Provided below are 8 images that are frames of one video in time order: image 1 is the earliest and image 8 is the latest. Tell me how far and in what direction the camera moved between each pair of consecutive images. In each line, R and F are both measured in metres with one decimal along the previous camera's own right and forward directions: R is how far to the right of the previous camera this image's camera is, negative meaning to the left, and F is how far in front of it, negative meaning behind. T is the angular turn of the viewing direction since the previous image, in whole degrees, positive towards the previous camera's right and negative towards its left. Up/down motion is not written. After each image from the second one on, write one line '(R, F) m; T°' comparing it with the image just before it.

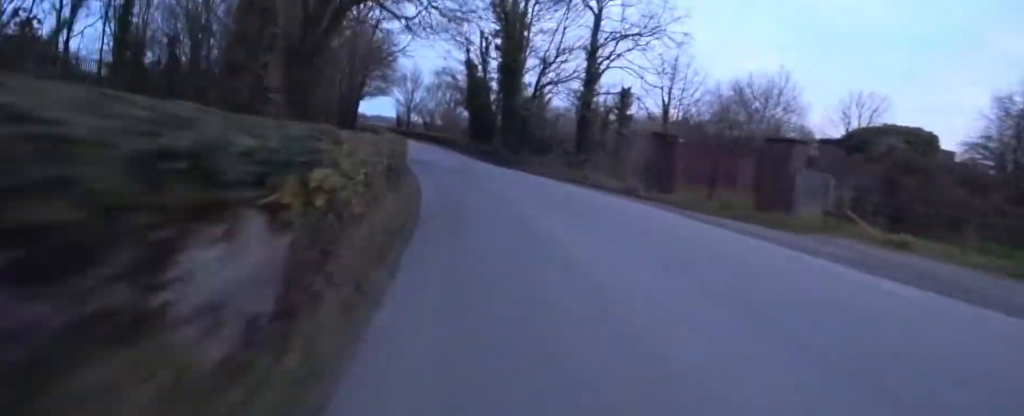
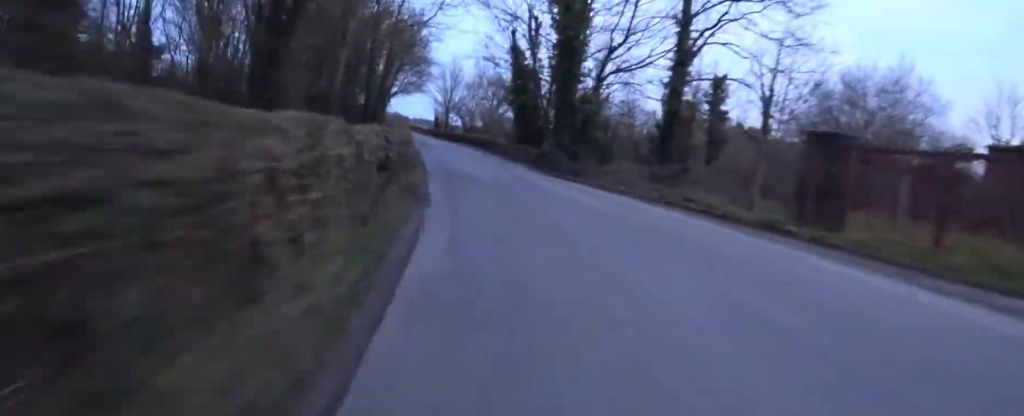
(-0.3, +5.6) m; -3°
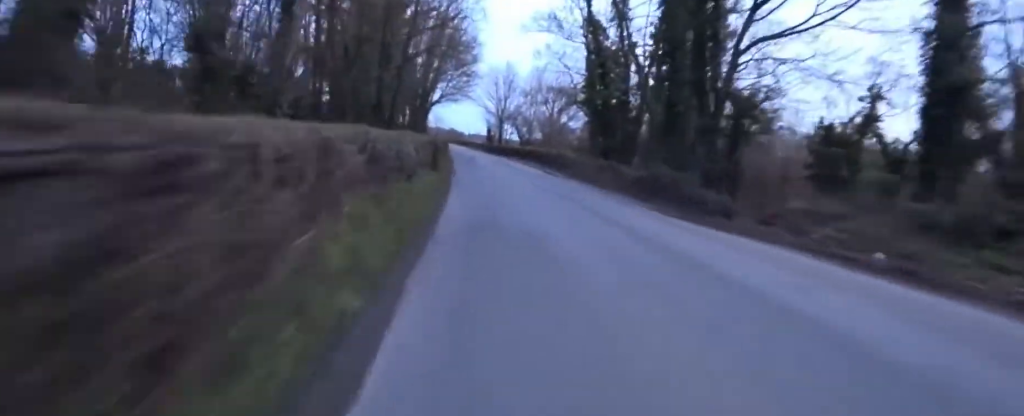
(0.0, +7.8) m; 0°
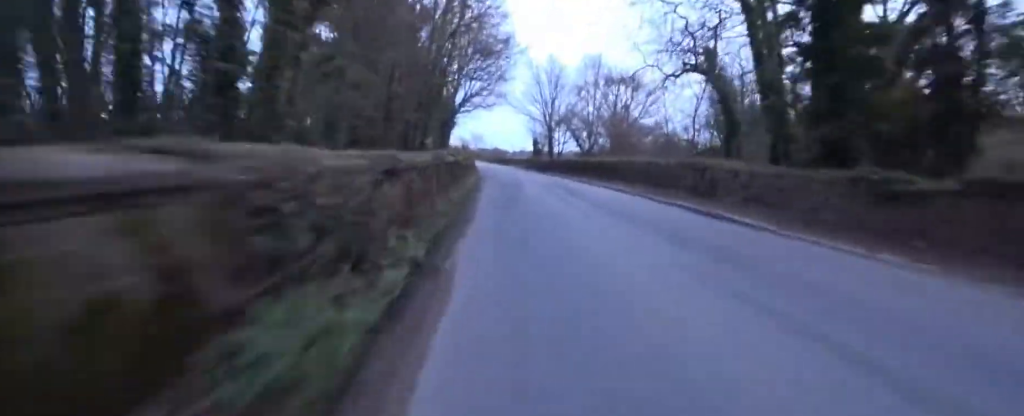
(-0.2, +11.3) m; -4°
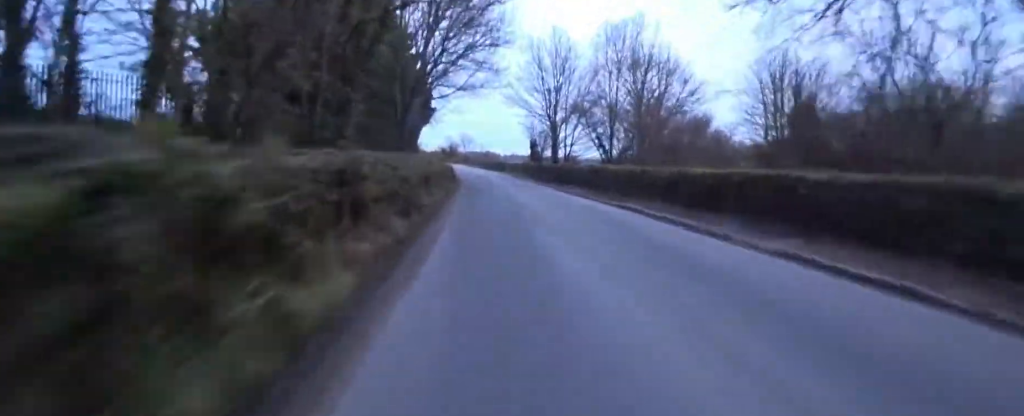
(-0.4, +9.6) m; -2°
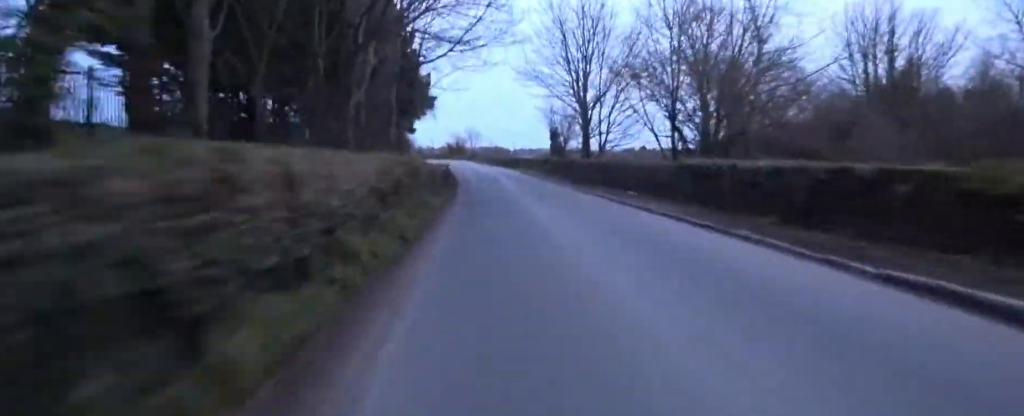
(0.0, +8.1) m; 0°
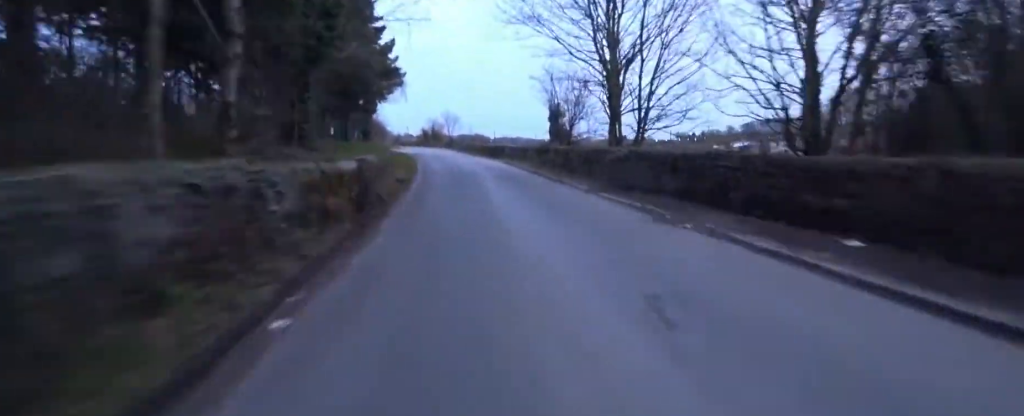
(0.0, +9.6) m; 0°
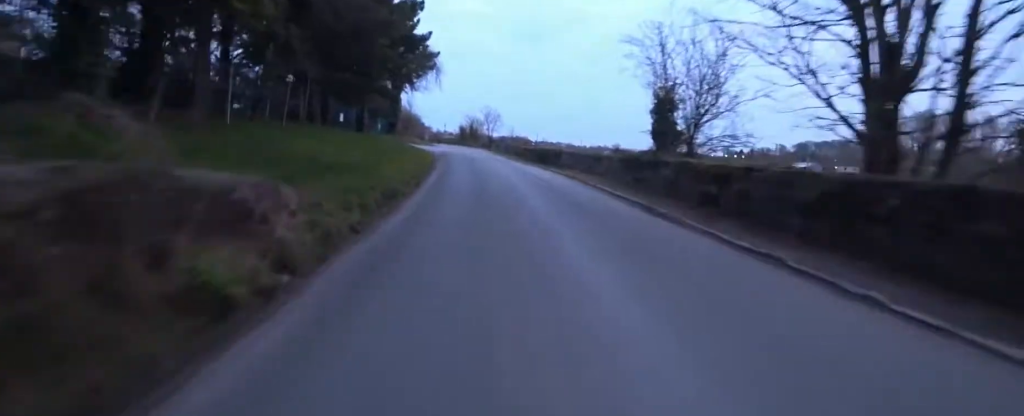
(0.0, +10.1) m; -10°
